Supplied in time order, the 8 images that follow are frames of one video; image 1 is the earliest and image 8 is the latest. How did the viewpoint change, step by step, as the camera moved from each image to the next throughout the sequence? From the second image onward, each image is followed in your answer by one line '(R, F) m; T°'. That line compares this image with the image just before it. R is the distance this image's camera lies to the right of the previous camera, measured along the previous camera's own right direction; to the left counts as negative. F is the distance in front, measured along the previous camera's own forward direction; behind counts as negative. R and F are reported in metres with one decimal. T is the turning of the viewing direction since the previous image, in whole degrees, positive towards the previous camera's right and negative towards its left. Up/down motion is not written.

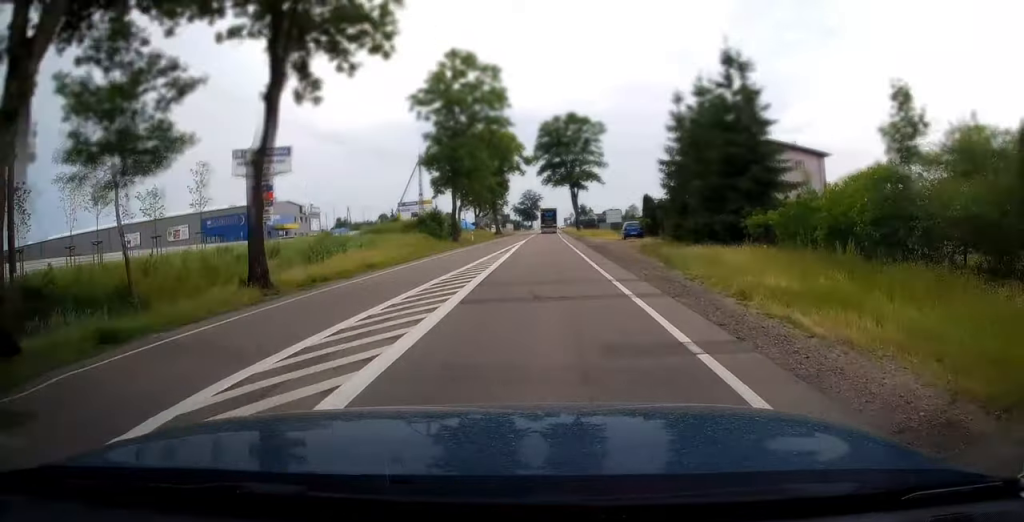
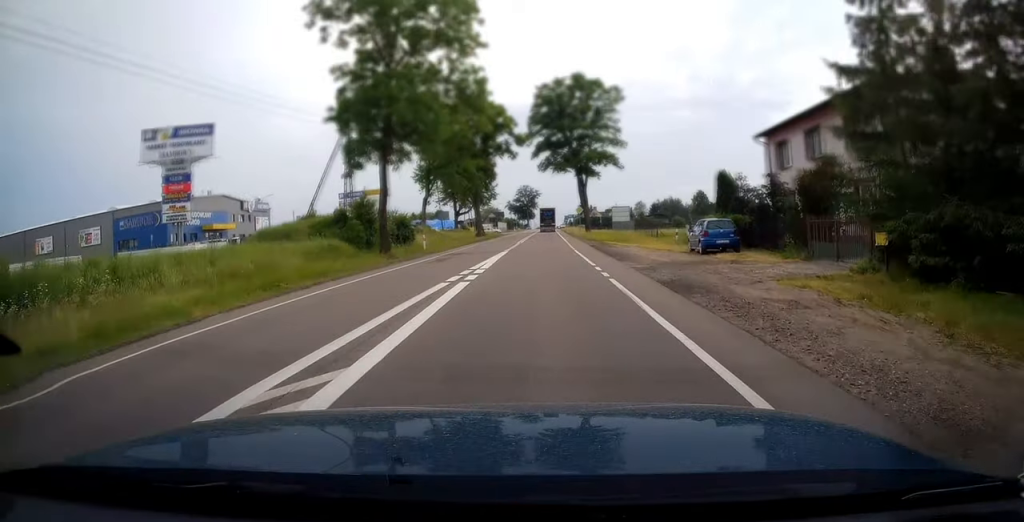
(+0.2, +22.7) m; 0°
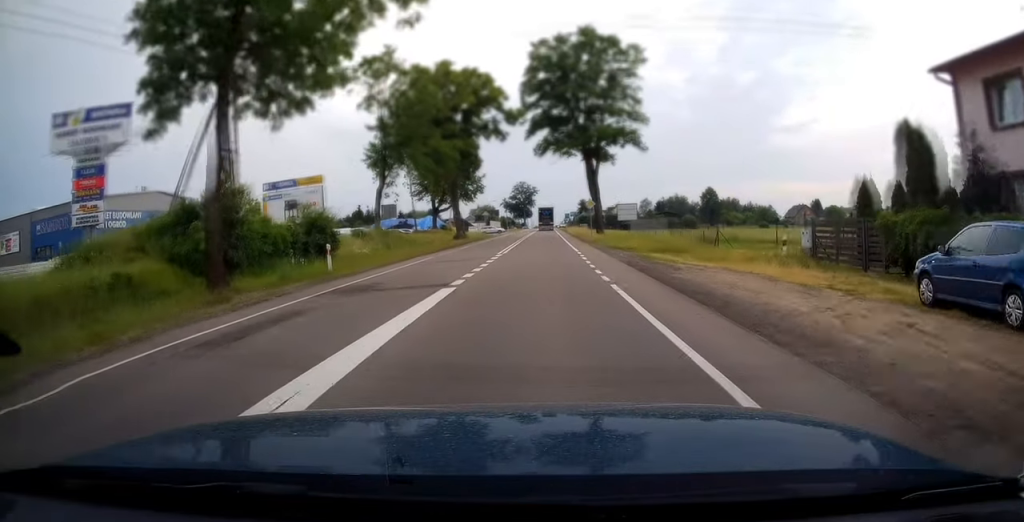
(0.0, +16.2) m; 0°
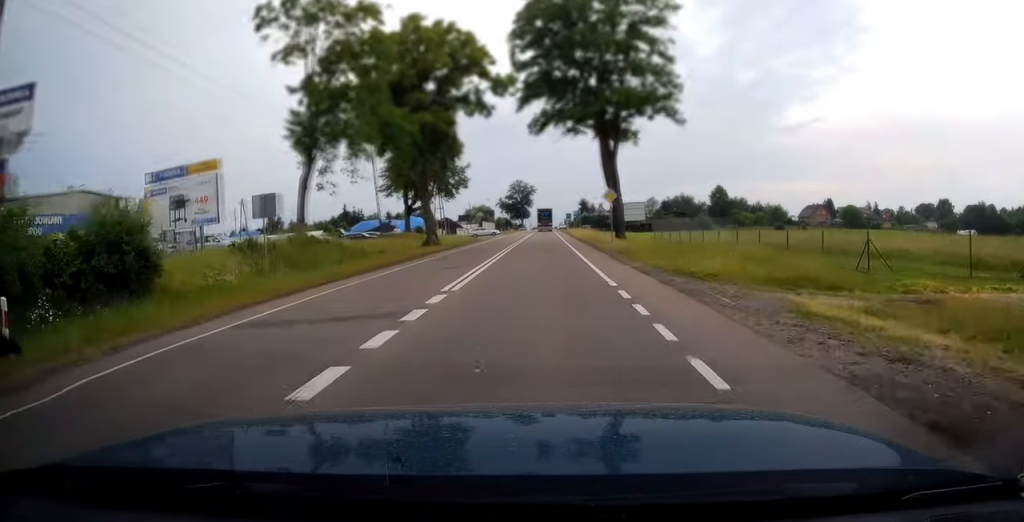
(0.0, +14.2) m; 0°
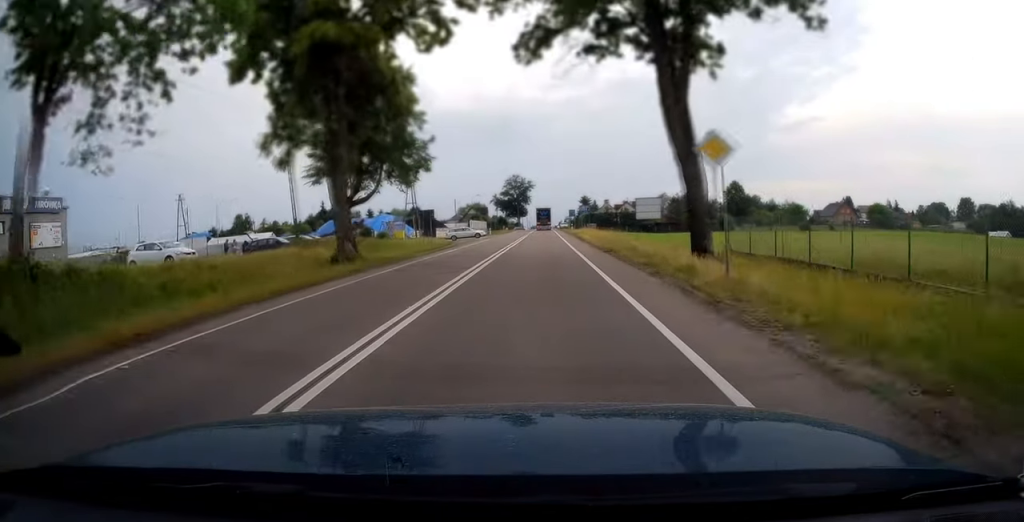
(0.0, +19.1) m; 0°
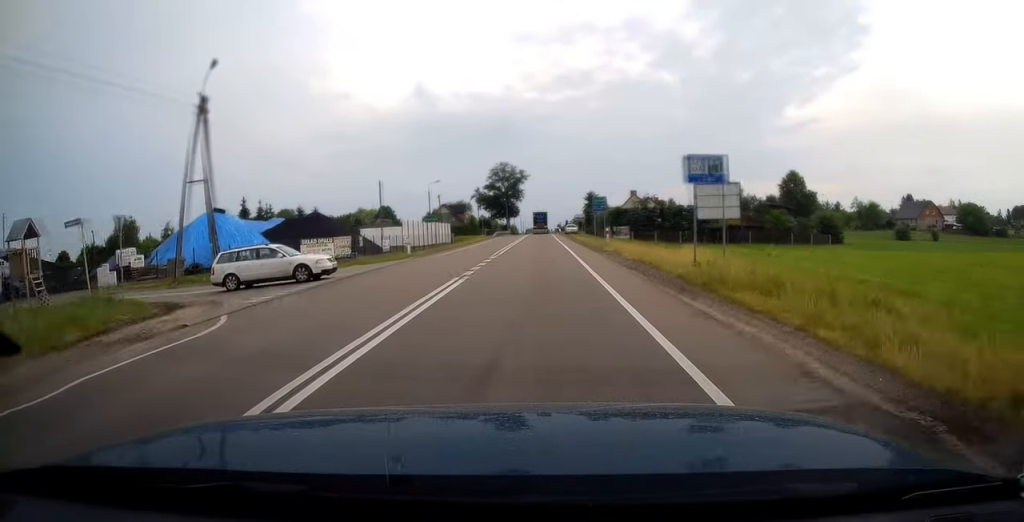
(+0.1, +48.7) m; 0°
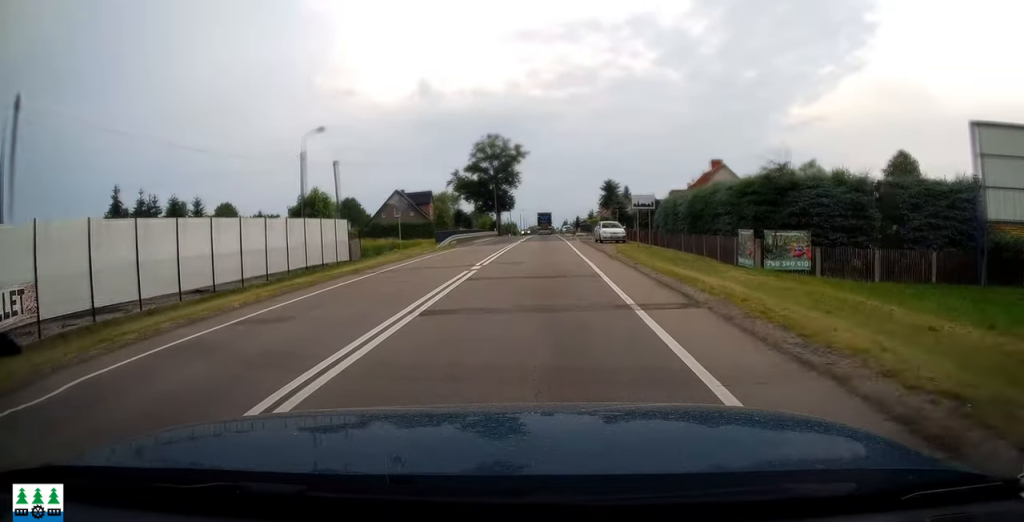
(-0.4, +46.5) m; -1°
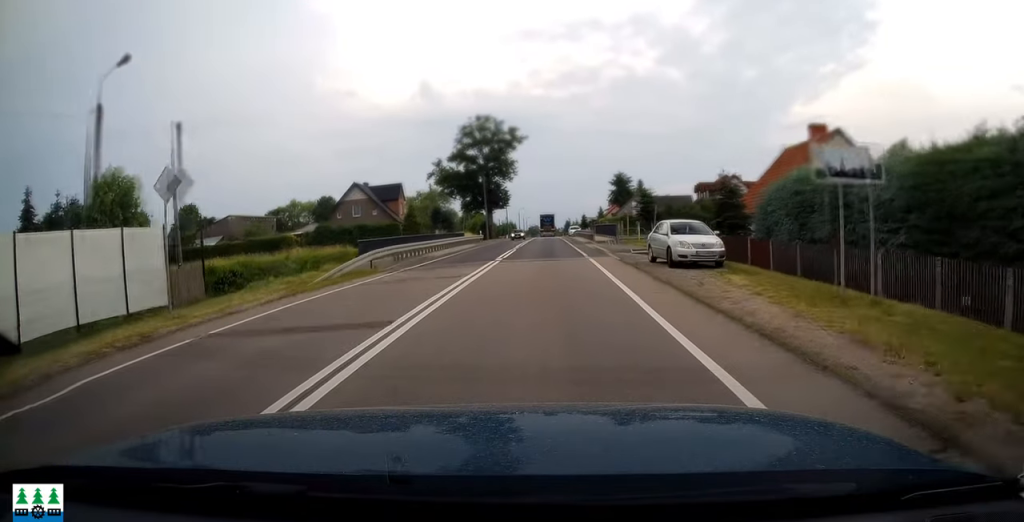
(-0.1, +20.2) m; 0°
